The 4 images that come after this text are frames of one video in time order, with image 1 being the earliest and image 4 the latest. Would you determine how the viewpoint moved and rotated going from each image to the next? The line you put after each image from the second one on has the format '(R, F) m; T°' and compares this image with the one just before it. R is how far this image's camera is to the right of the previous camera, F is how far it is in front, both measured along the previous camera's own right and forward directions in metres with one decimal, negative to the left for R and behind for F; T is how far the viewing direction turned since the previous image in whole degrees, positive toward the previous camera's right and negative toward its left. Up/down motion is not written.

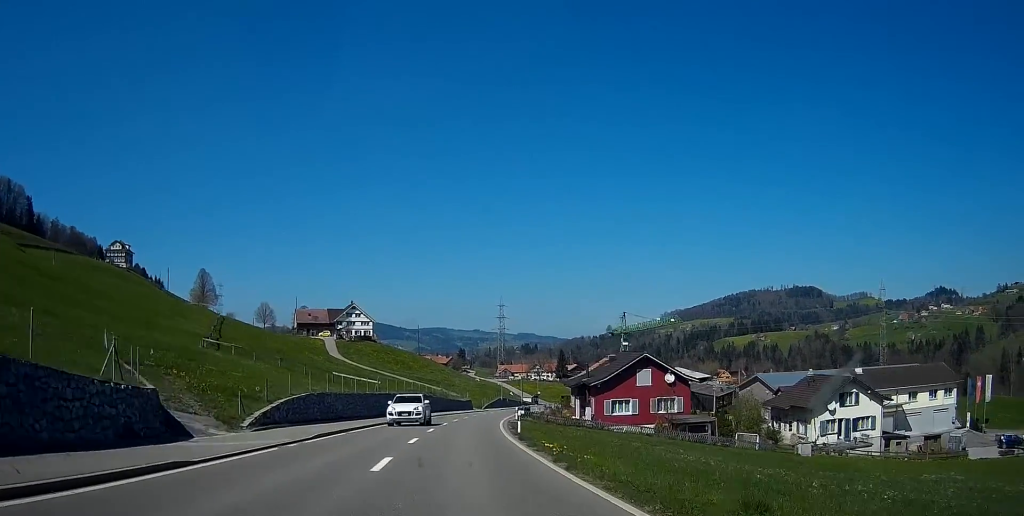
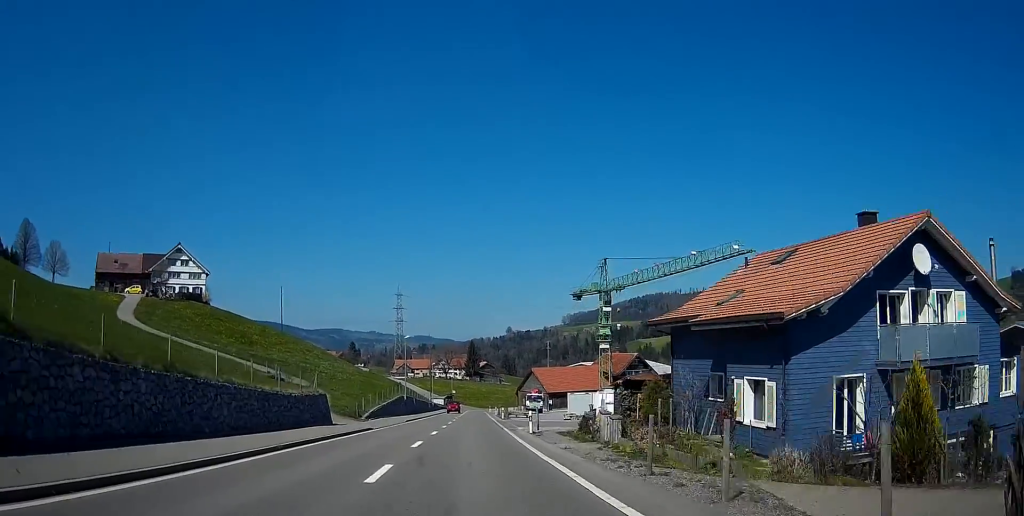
(+7.7, +73.8) m; +8°
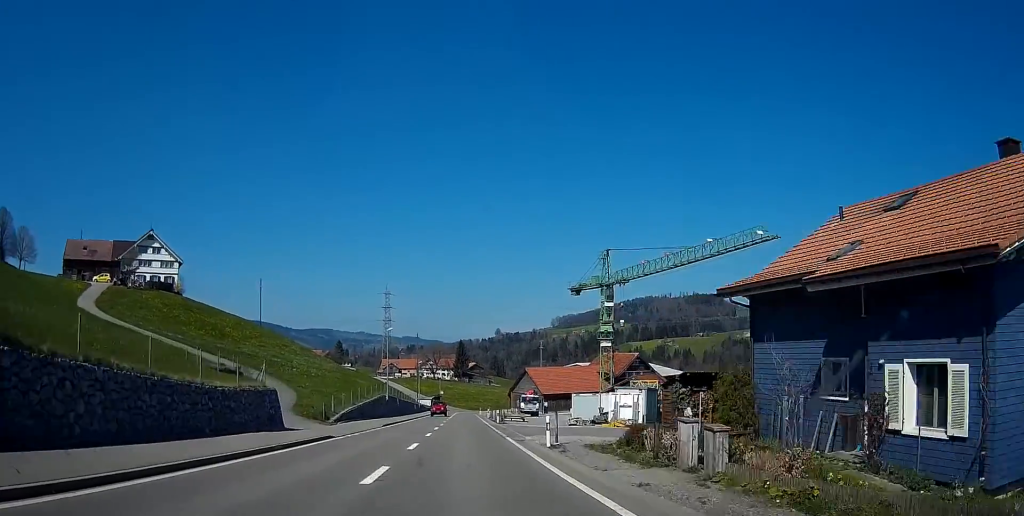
(0.0, +9.2) m; 0°
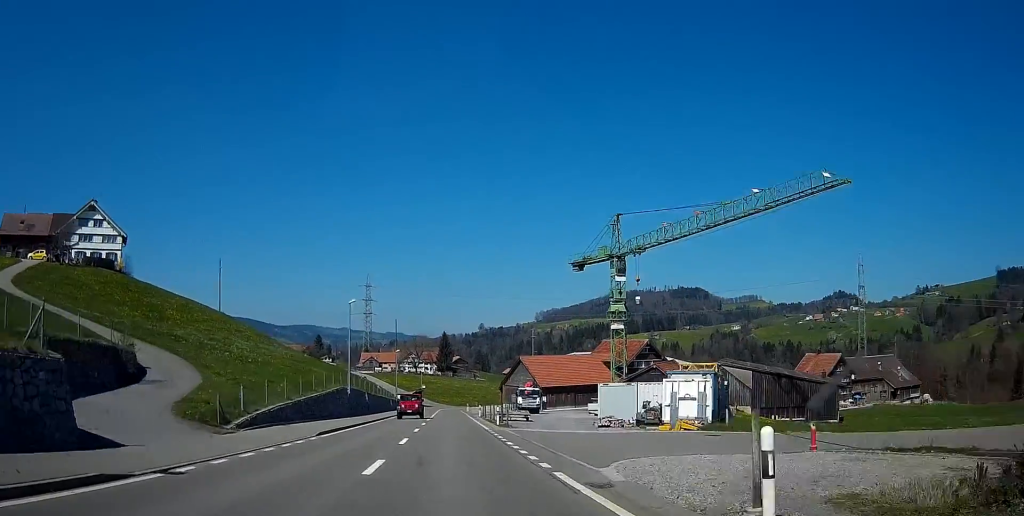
(0.0, +17.1) m; 0°
